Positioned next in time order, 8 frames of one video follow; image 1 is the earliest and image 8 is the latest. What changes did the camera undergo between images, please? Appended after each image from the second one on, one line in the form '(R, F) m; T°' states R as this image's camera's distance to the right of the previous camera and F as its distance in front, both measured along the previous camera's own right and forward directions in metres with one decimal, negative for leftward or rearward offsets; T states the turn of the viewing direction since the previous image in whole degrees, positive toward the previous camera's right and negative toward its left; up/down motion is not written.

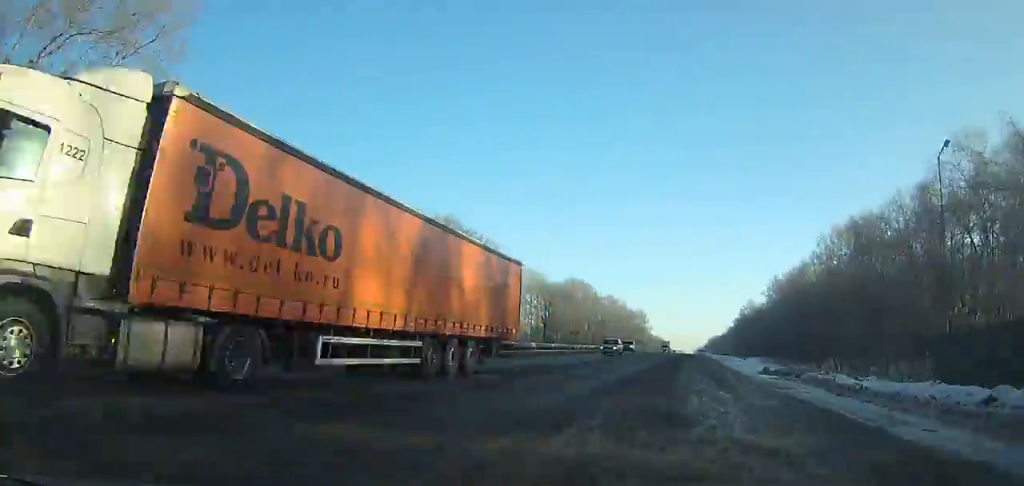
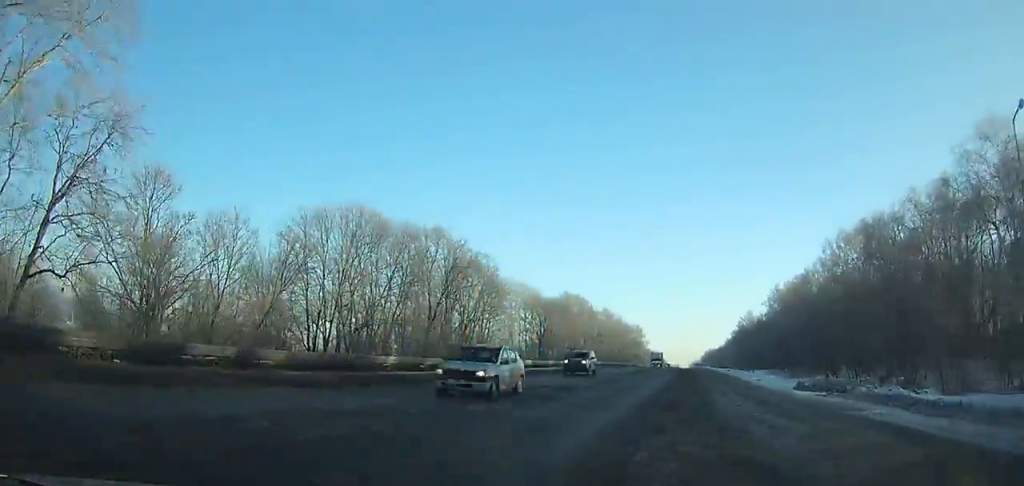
(-0.2, +5.9) m; +5°
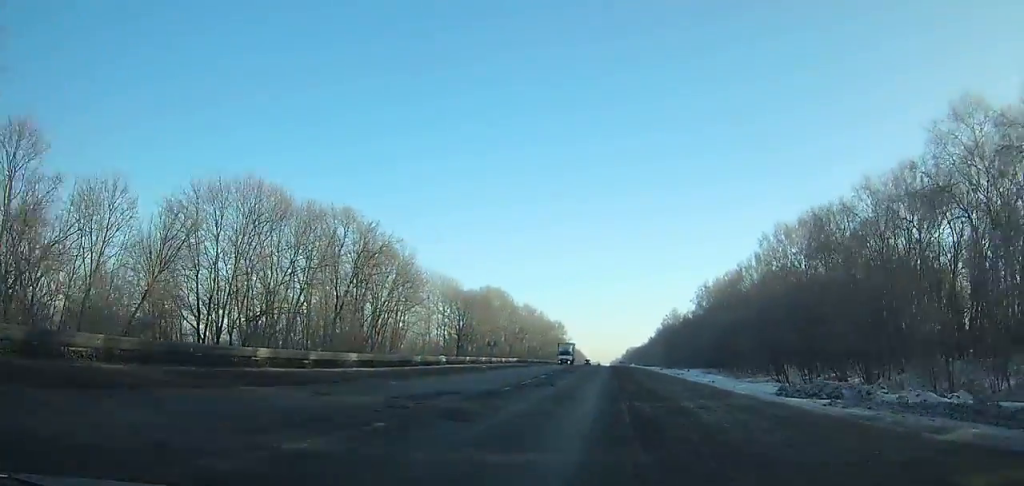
(+0.8, +9.3) m; +4°
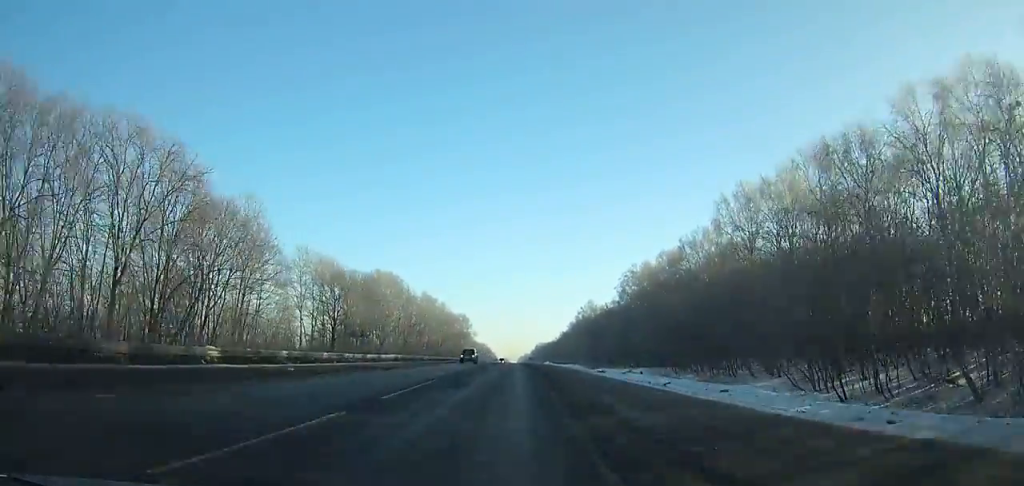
(+1.7, +26.2) m; +4°
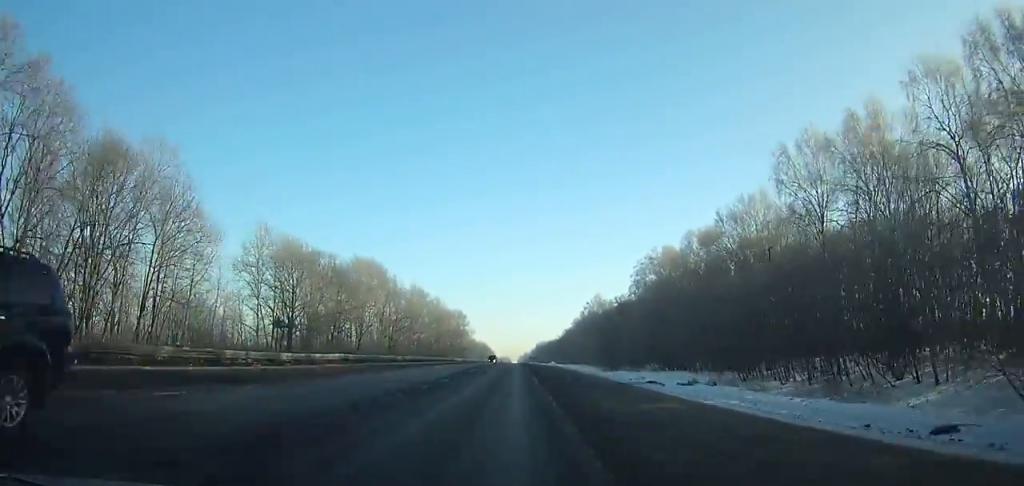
(0.0, +19.3) m; 0°
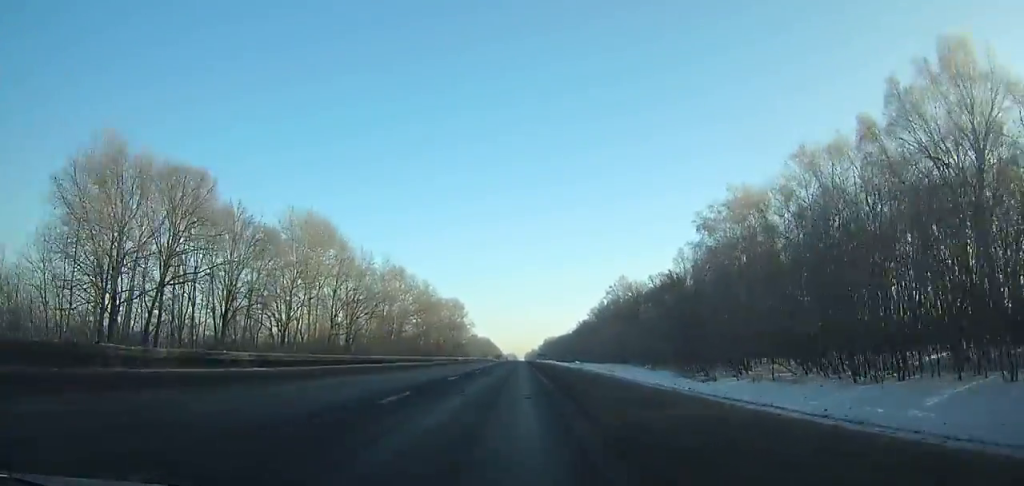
(-0.1, +40.5) m; 0°
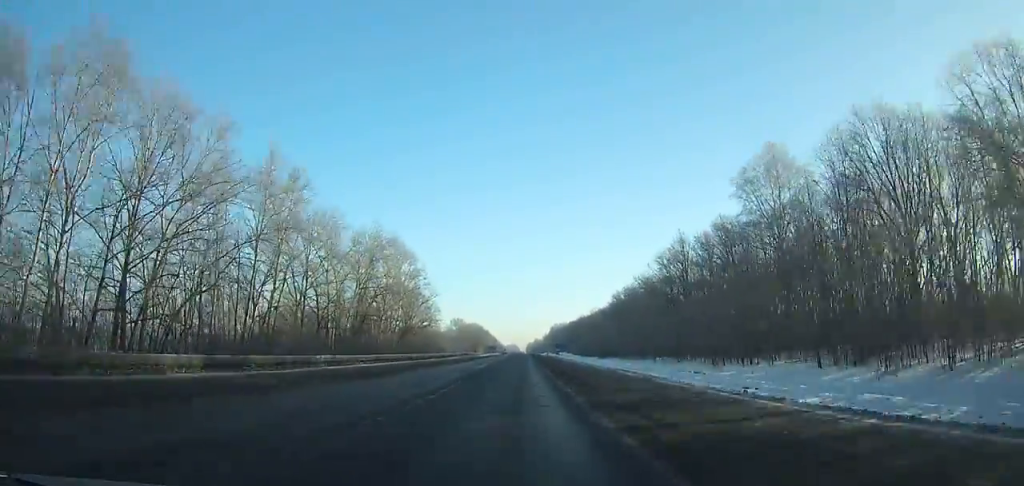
(-0.1, +105.5) m; 0°
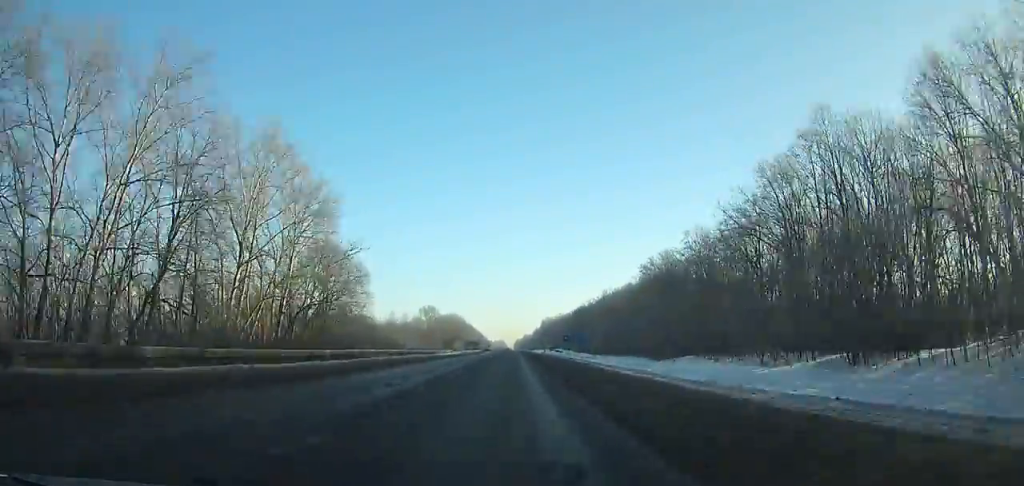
(+0.2, +53.7) m; 0°
